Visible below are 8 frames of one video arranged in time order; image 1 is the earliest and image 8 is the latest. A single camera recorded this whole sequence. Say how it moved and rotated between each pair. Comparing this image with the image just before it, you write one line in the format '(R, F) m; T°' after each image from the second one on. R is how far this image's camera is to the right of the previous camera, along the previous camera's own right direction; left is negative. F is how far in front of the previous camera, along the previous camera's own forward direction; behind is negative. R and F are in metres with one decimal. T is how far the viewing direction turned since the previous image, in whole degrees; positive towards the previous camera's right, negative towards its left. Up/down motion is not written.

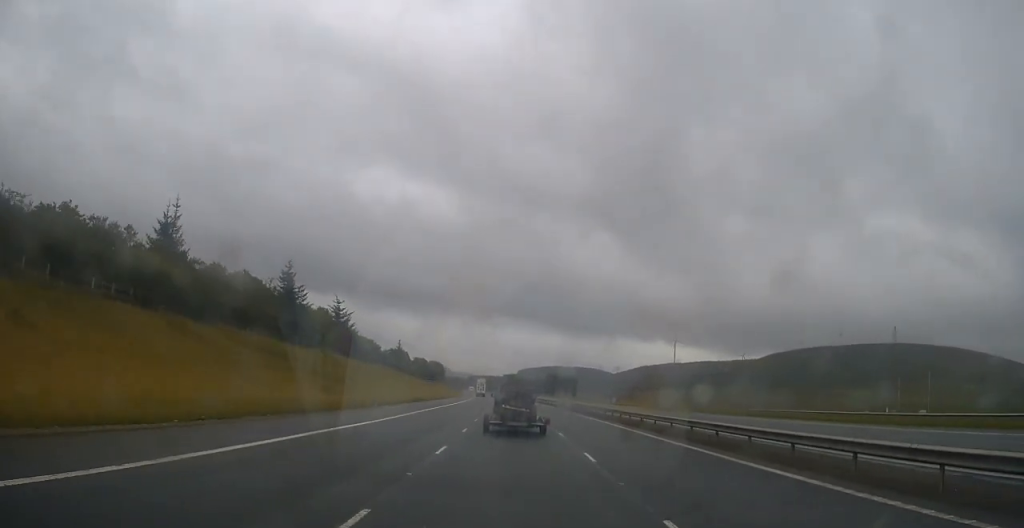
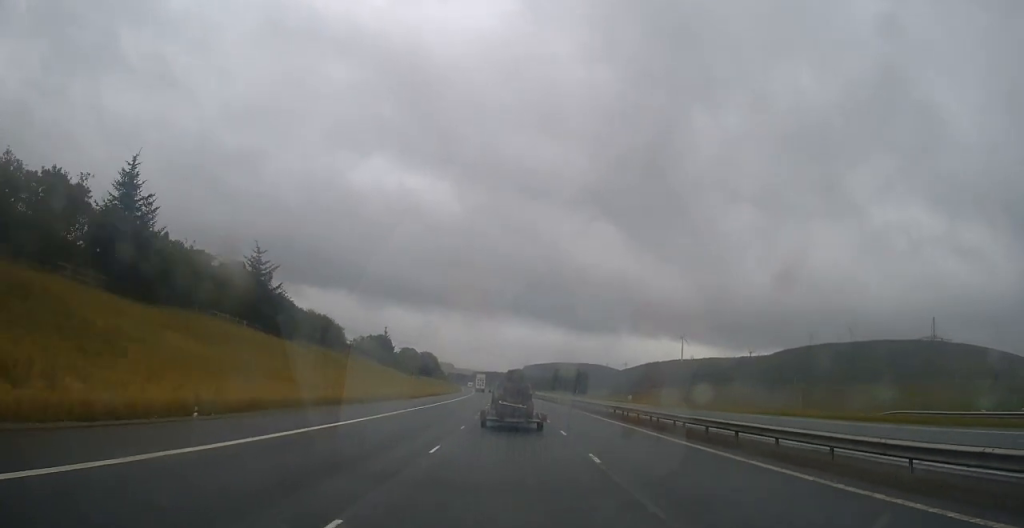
(0.0, +27.9) m; 0°
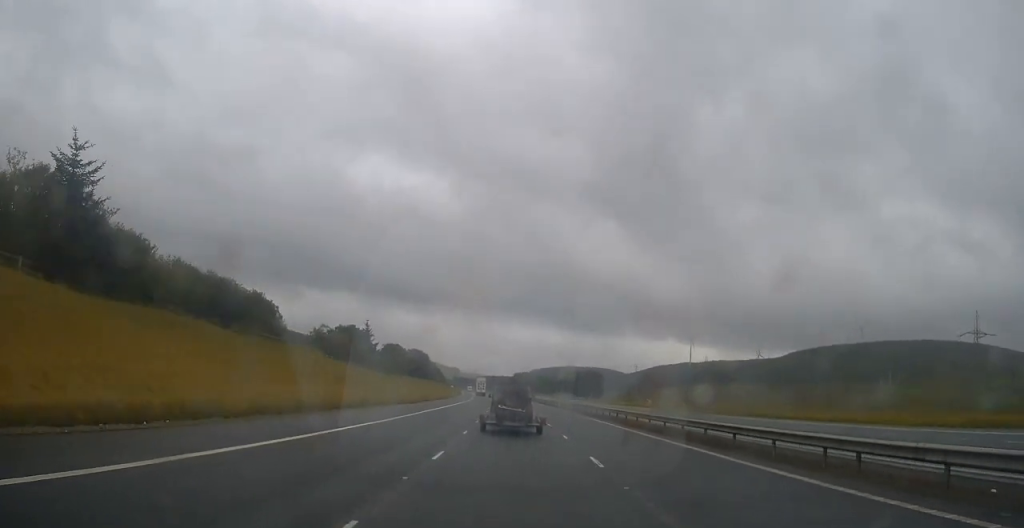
(0.0, +26.8) m; 0°
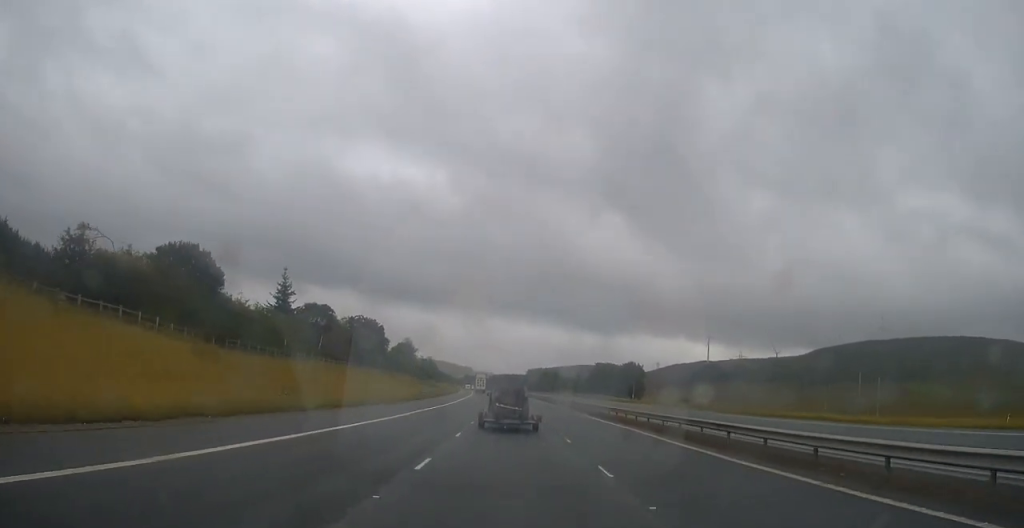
(-0.7, +55.5) m; -1°
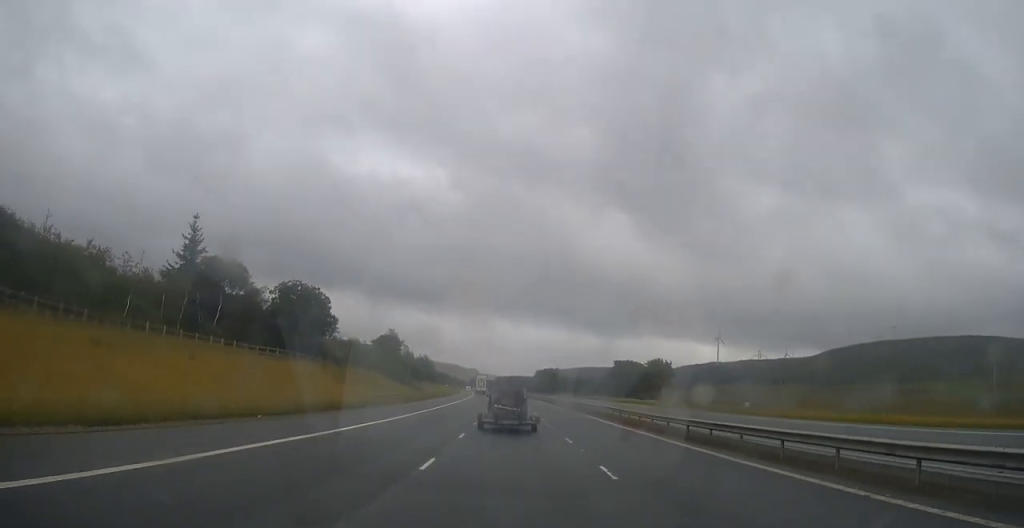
(-0.1, +26.3) m; 0°
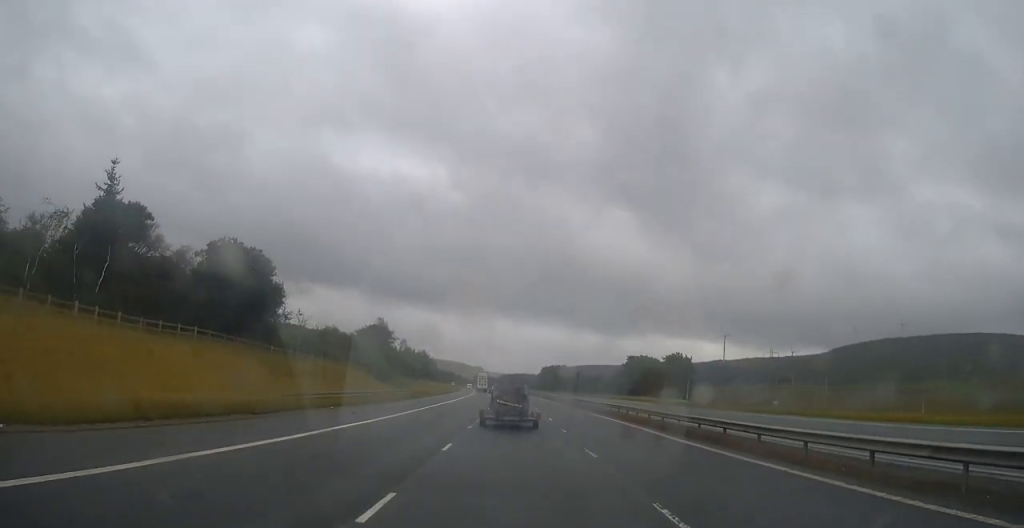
(+0.2, +14.1) m; 0°
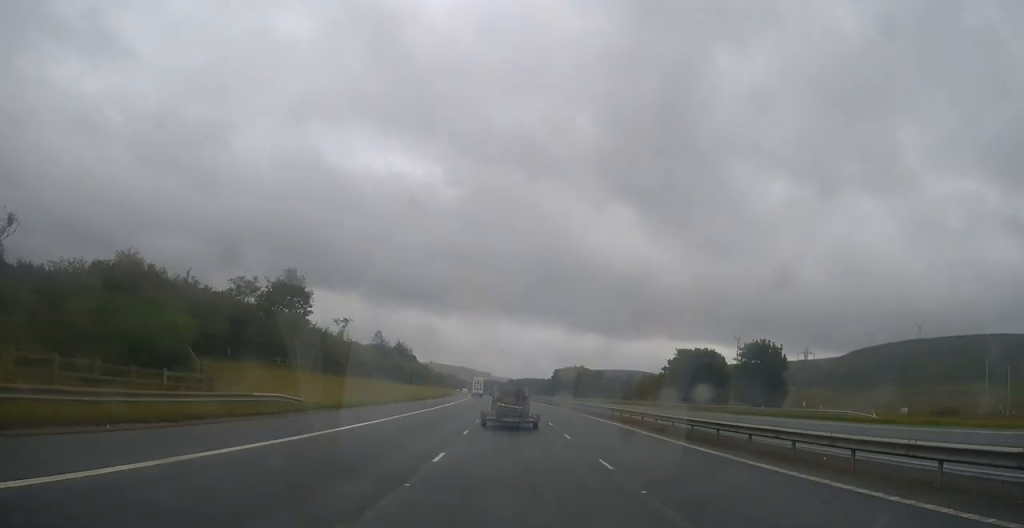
(-1.0, +46.9) m; -2°
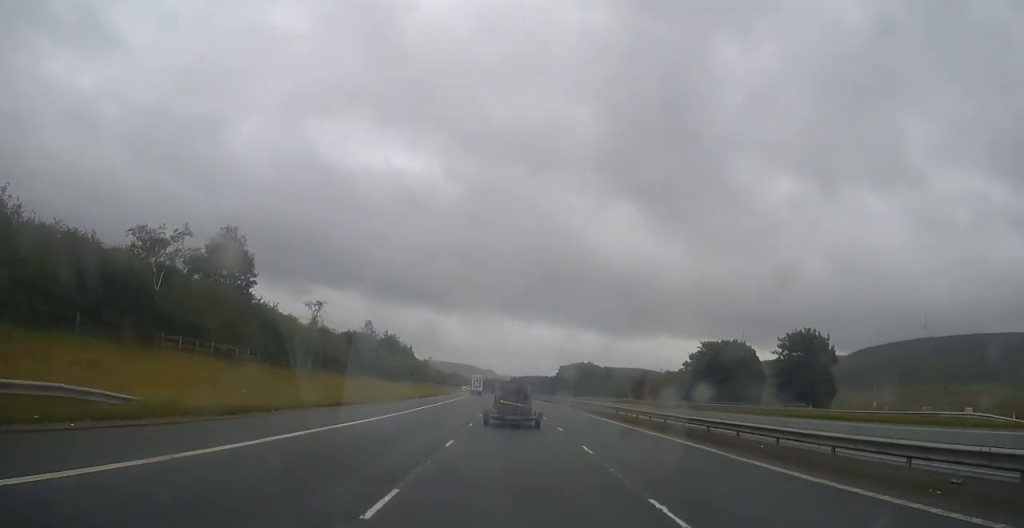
(-0.2, +15.0) m; 0°
